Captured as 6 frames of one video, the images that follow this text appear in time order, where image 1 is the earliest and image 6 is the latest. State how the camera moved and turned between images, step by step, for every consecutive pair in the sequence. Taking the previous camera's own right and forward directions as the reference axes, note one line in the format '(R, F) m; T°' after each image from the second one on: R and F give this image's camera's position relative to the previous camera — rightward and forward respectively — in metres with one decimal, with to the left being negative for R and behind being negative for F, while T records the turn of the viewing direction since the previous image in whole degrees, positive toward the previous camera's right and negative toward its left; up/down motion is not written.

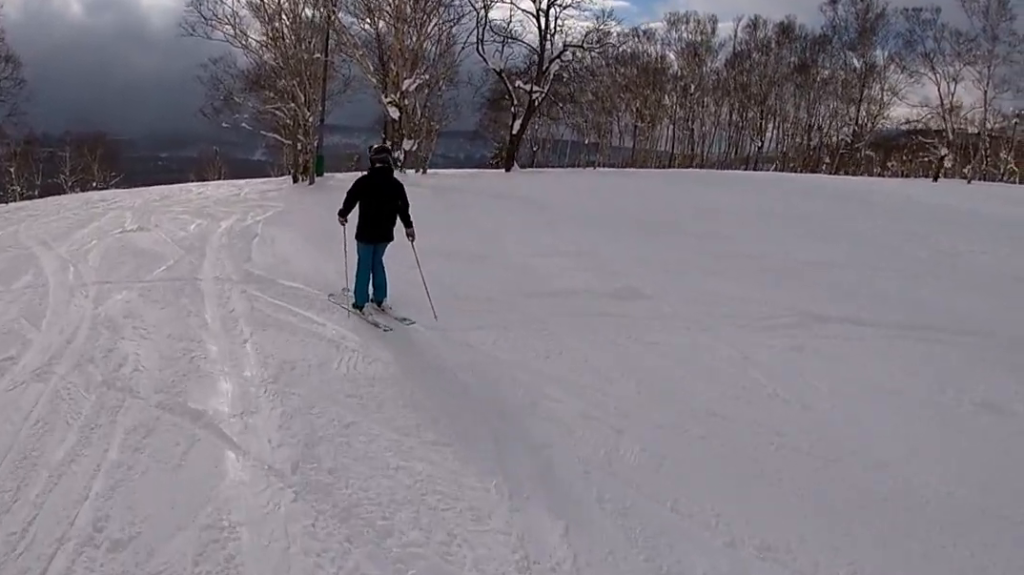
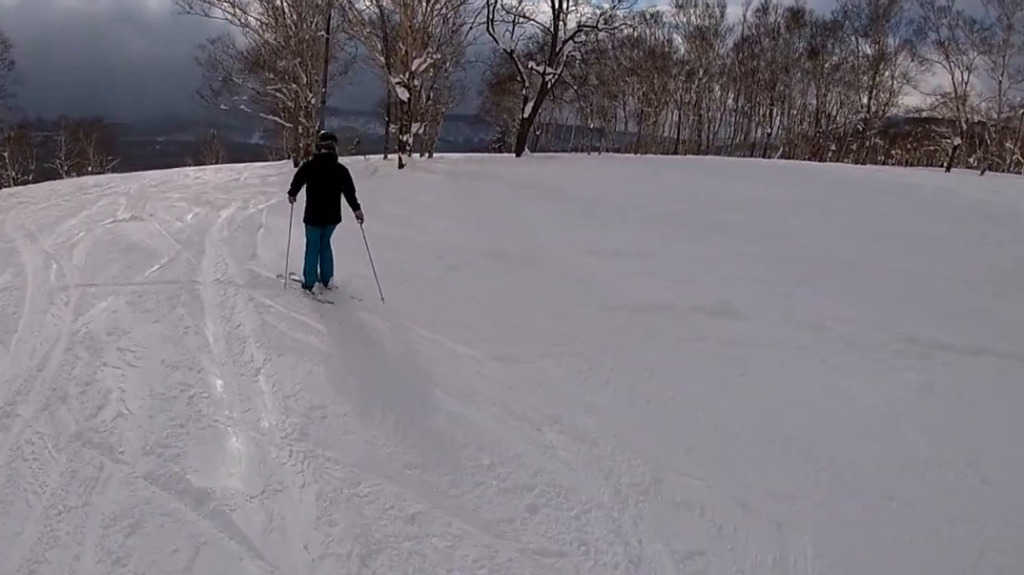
(+0.5, +1.2) m; -1°
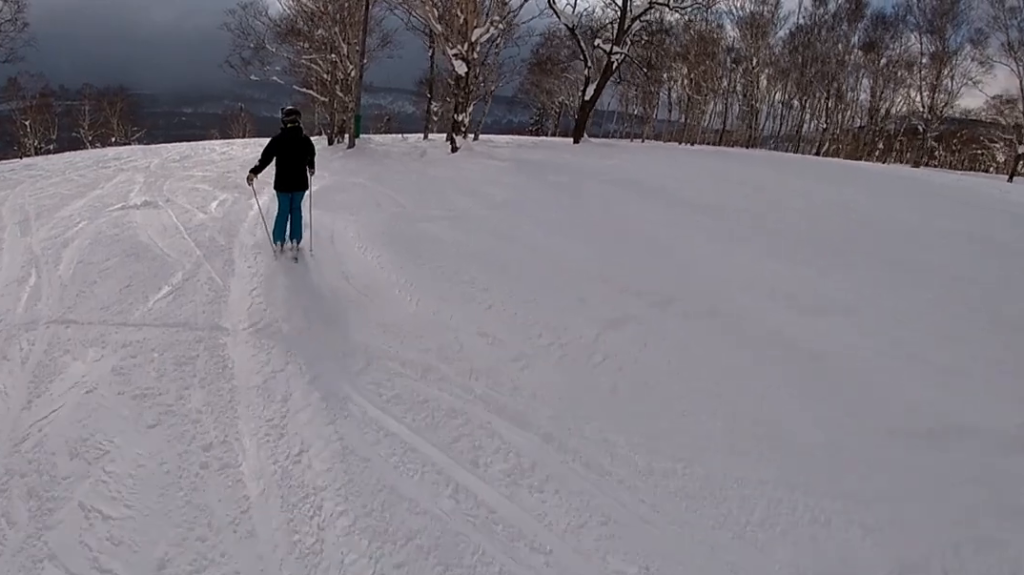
(-0.9, +2.9) m; -2°
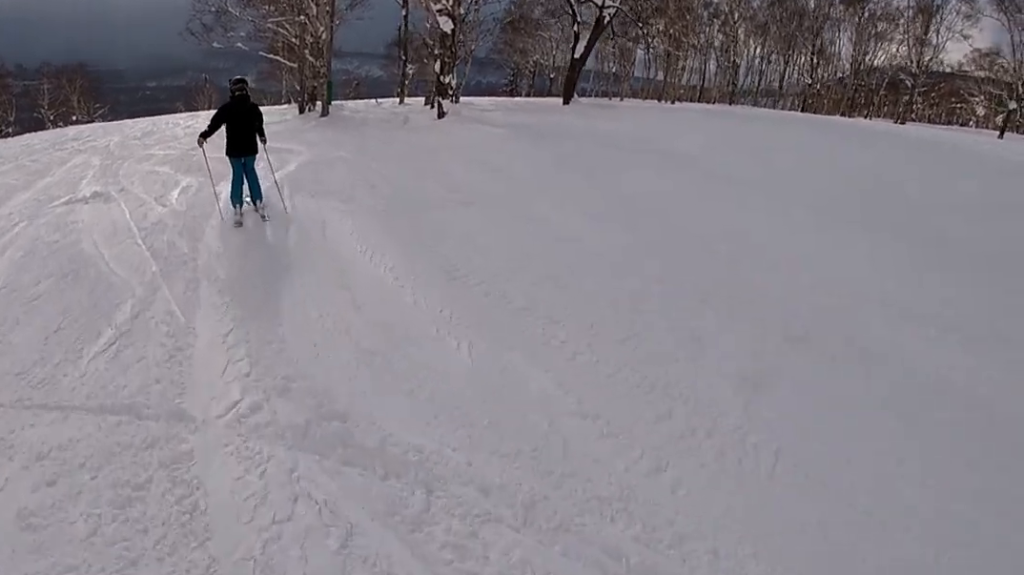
(+0.5, +1.7) m; -1°
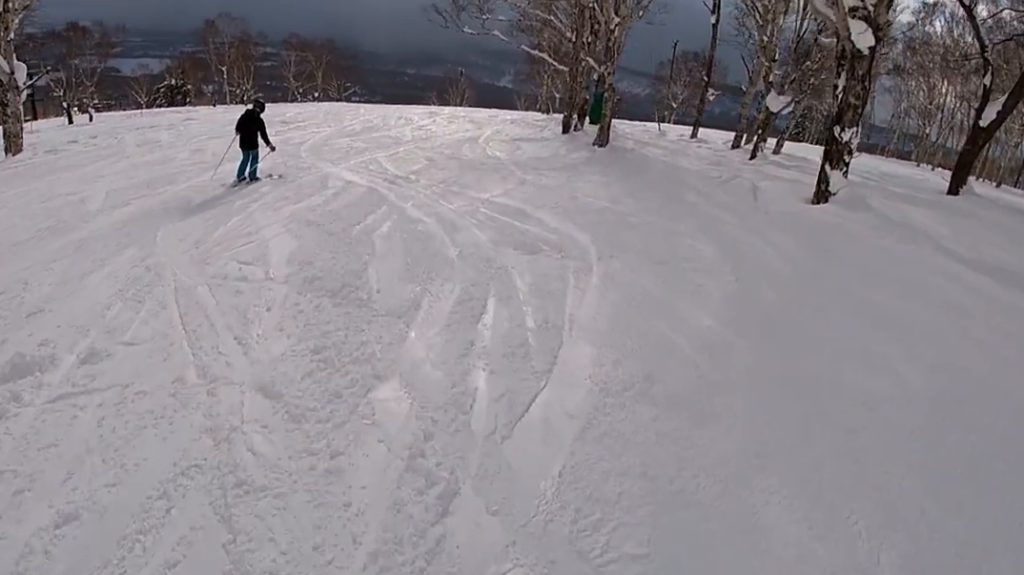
(-2.2, +9.3) m; -15°
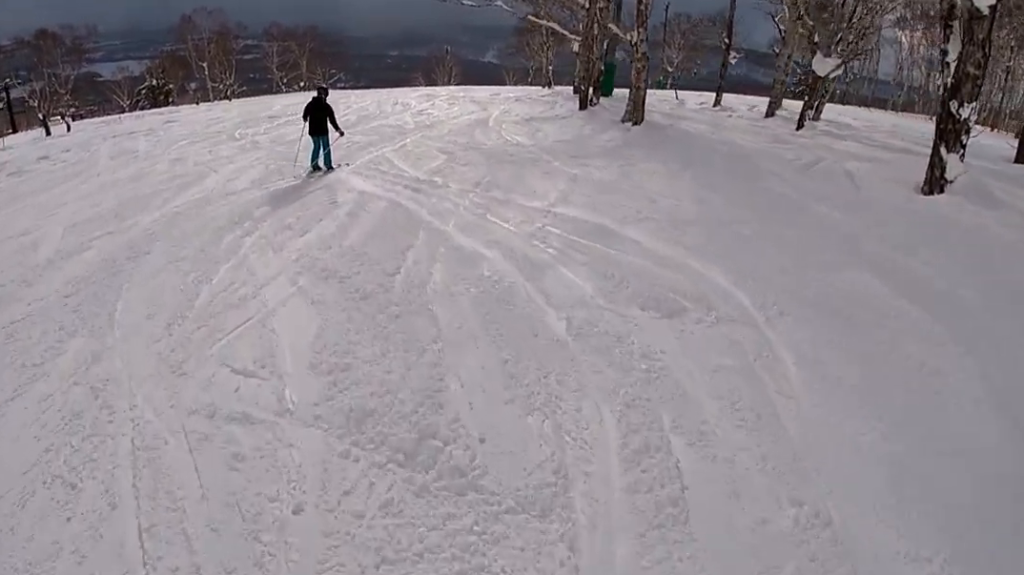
(-0.1, +3.0) m; +7°
